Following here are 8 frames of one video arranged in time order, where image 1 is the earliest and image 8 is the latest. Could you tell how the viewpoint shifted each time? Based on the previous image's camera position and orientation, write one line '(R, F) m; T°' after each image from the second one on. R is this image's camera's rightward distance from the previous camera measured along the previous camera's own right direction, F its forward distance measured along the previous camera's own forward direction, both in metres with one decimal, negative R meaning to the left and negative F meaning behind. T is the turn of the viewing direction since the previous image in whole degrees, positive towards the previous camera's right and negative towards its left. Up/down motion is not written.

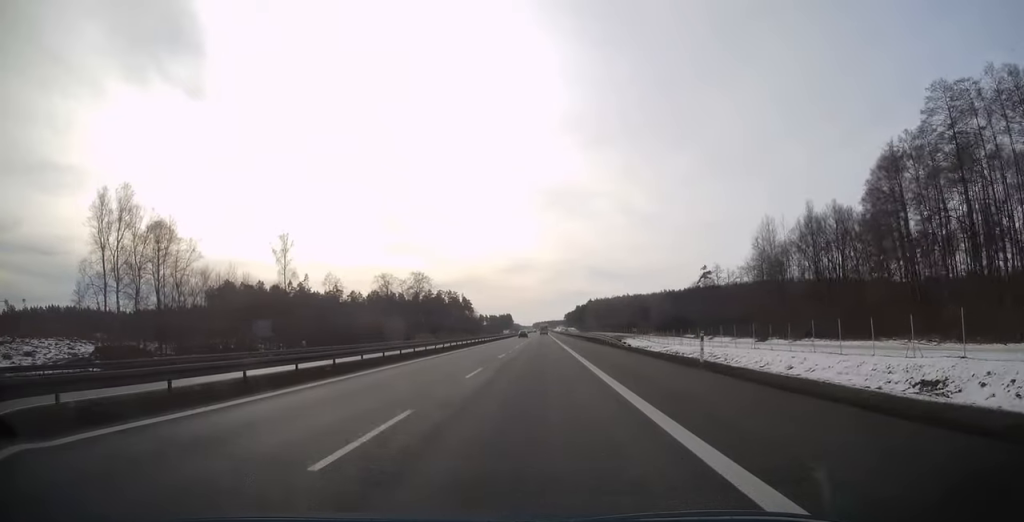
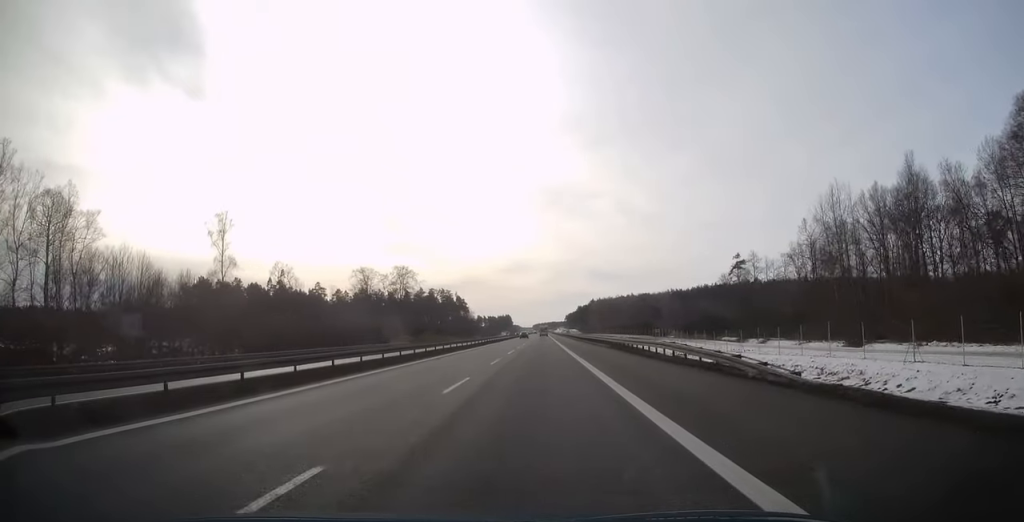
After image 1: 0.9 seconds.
(0.0, +28.1) m; 0°
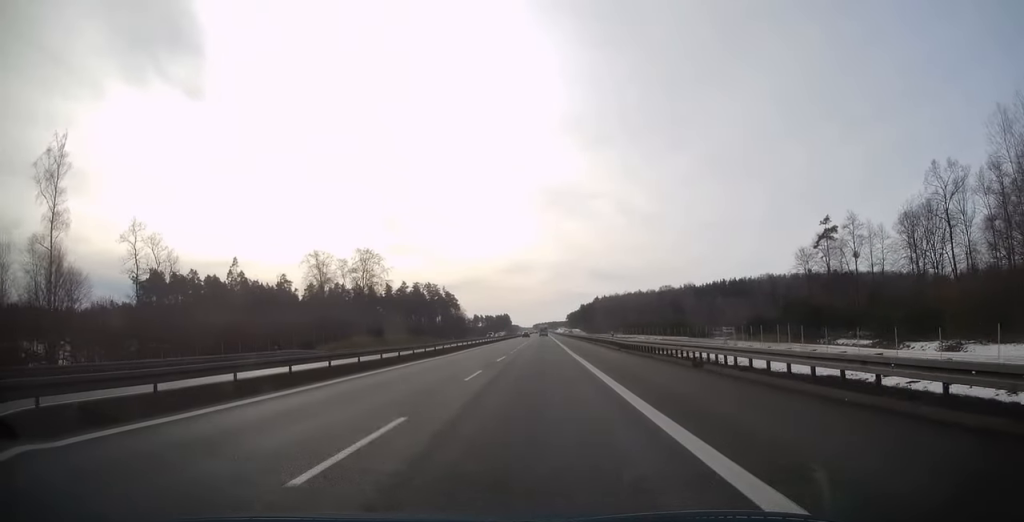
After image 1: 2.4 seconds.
(+0.1, +44.4) m; 0°
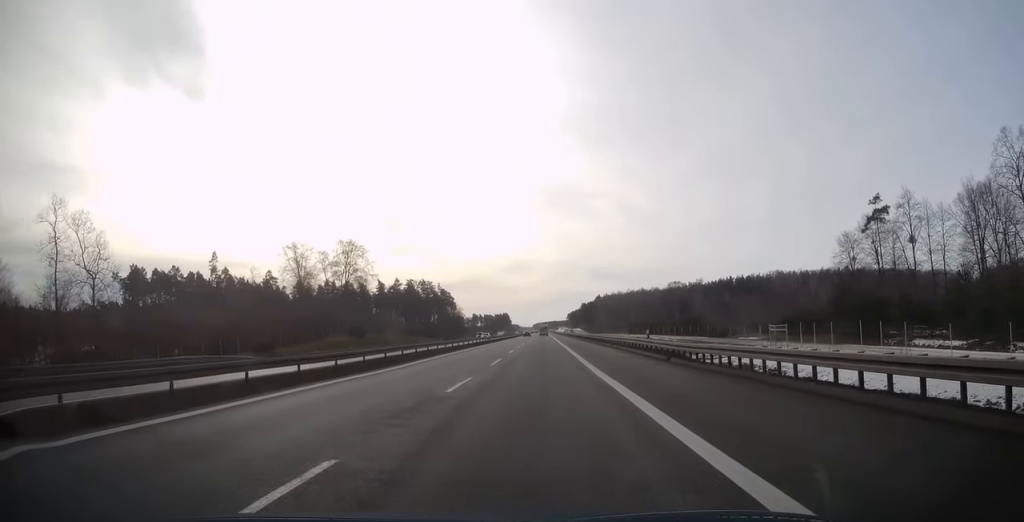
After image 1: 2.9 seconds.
(-0.1, +15.3) m; 0°
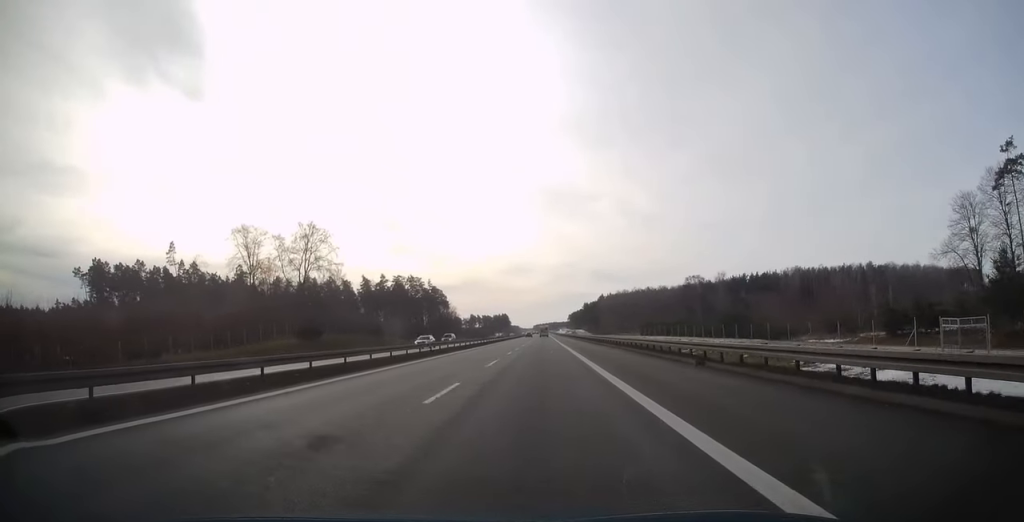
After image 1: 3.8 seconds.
(-0.1, +27.0) m; 0°
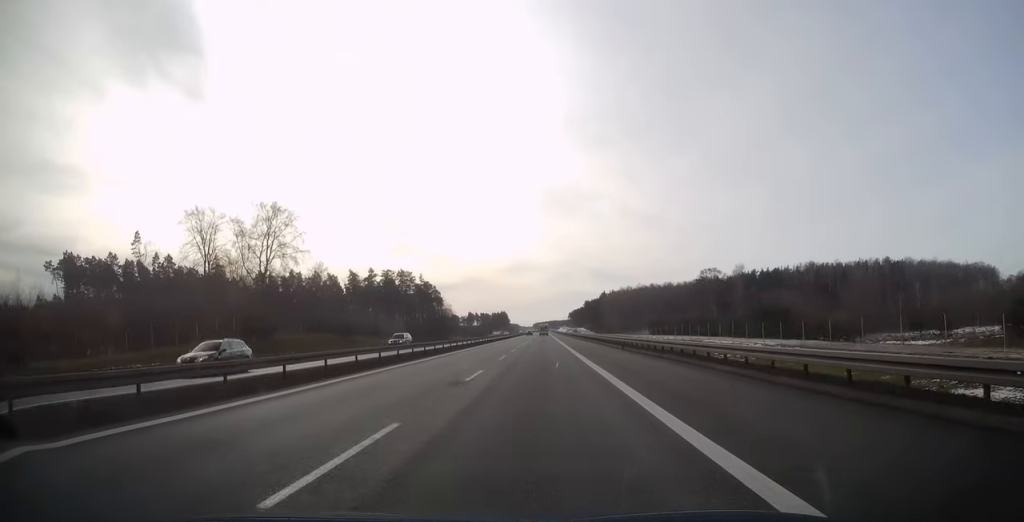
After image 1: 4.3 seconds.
(+0.1, +18.3) m; 0°
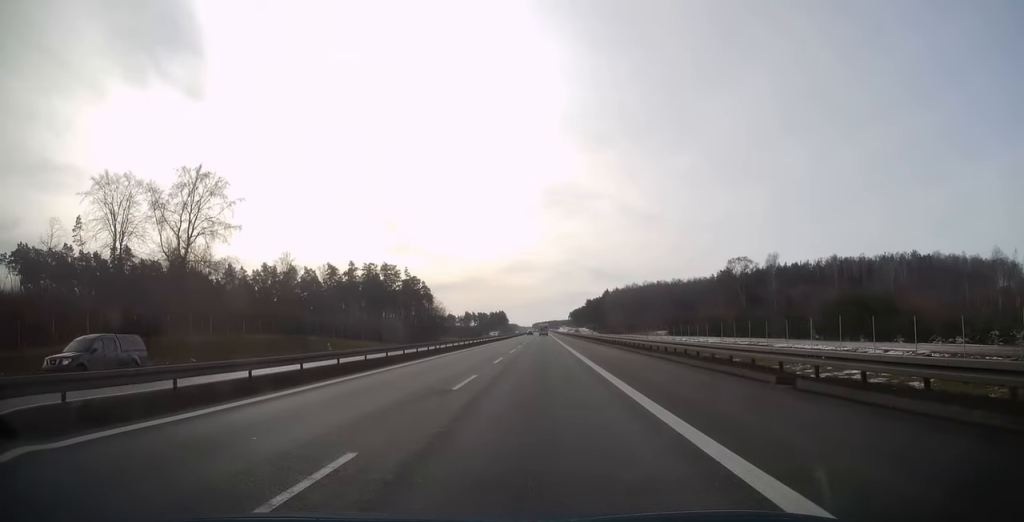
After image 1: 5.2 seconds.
(0.0, +26.5) m; 0°
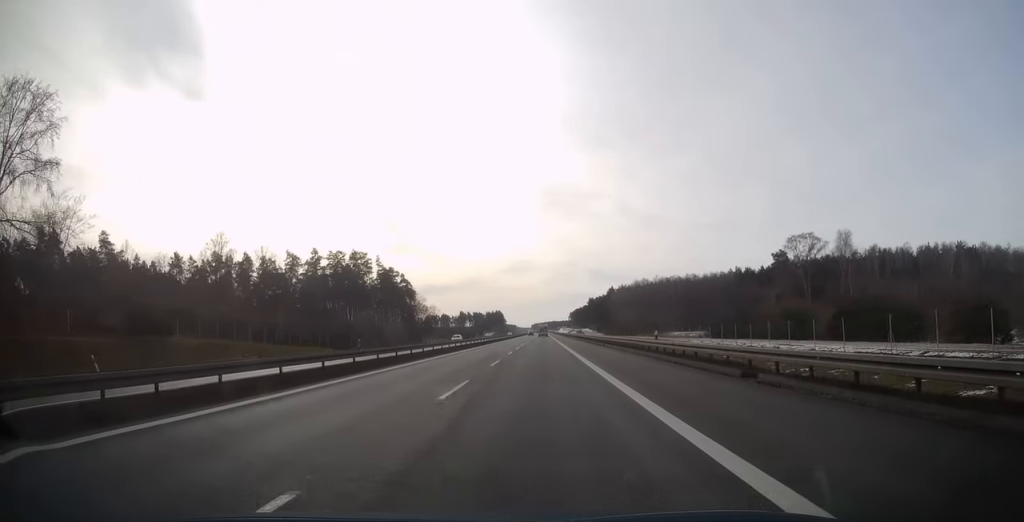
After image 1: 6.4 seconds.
(-0.1, +37.7) m; 0°
